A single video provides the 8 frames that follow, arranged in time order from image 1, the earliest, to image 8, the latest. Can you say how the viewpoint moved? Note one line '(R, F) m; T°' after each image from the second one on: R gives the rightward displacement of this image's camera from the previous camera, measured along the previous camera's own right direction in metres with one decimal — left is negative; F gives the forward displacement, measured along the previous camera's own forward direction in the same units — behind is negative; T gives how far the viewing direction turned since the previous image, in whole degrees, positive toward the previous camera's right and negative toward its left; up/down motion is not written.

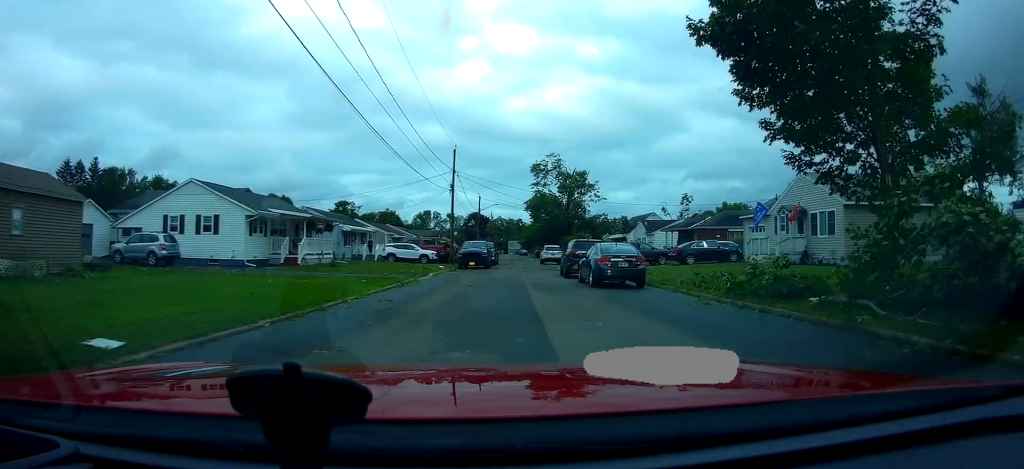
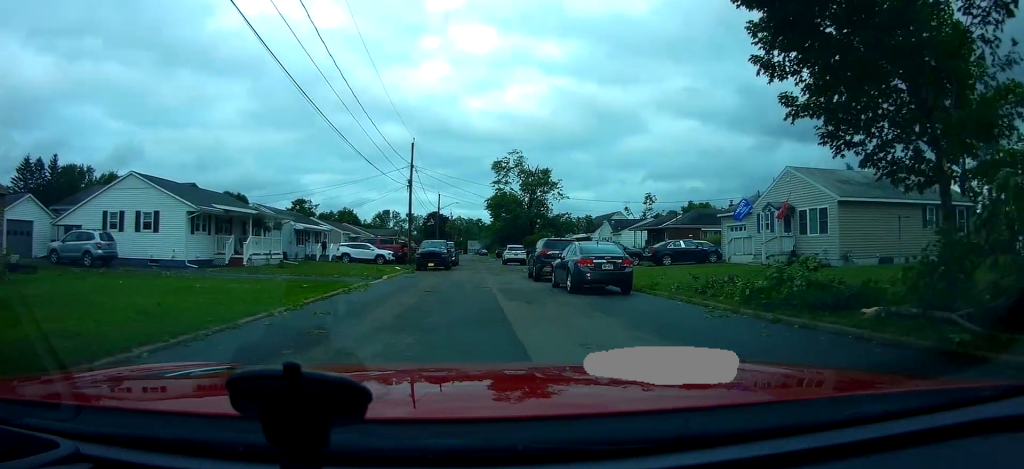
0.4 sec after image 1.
(0.0, +2.5) m; +7°
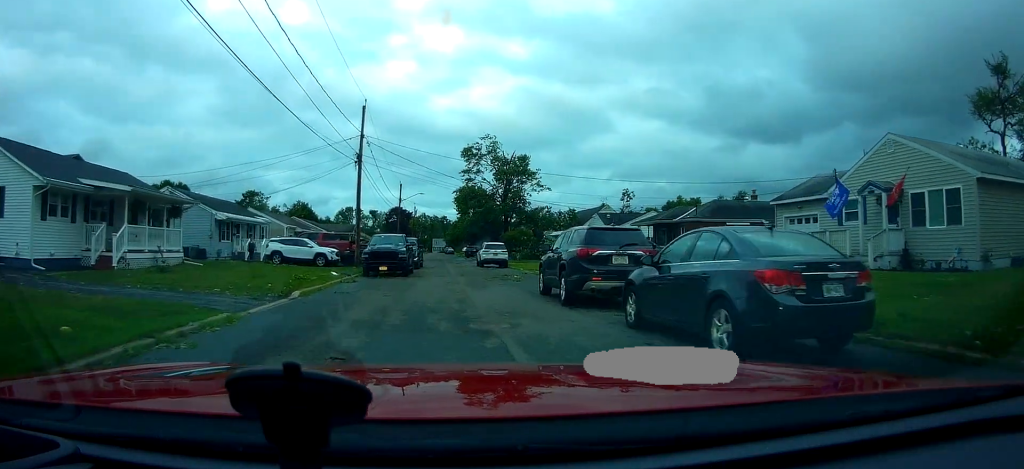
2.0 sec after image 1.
(+1.1, +10.3) m; +6°
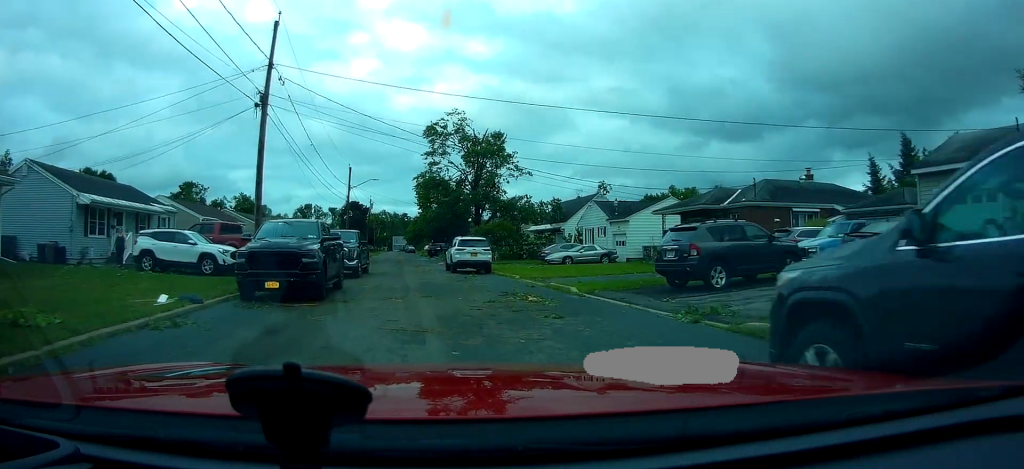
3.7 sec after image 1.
(0.0, +12.1) m; +1°
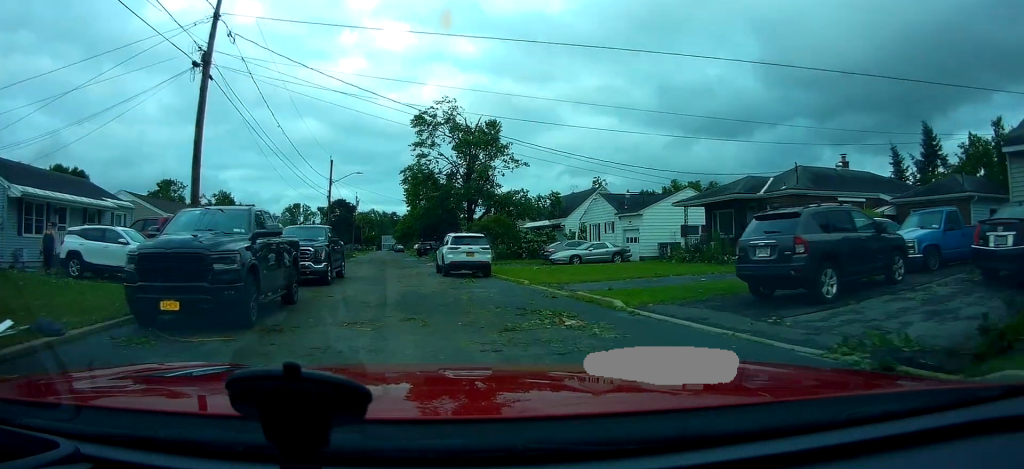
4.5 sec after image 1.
(0.0, +4.7) m; +1°
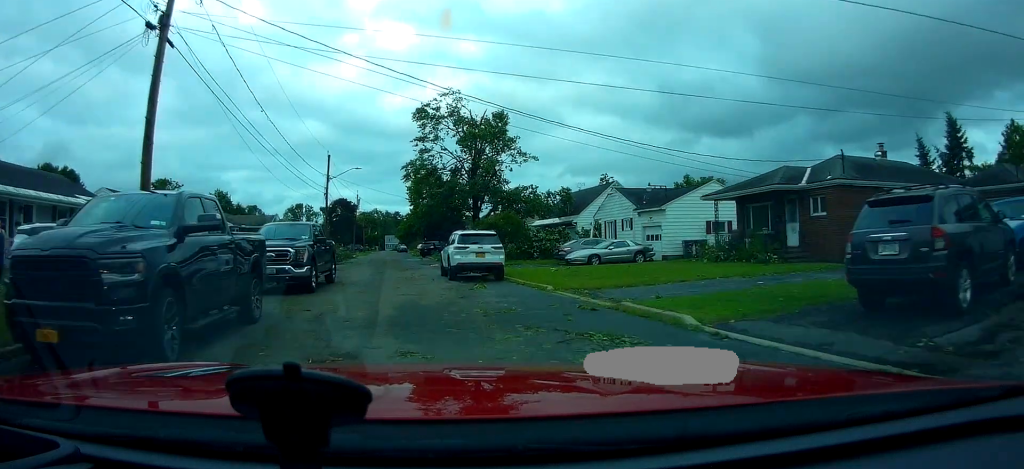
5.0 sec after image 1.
(+0.1, +3.1) m; +1°
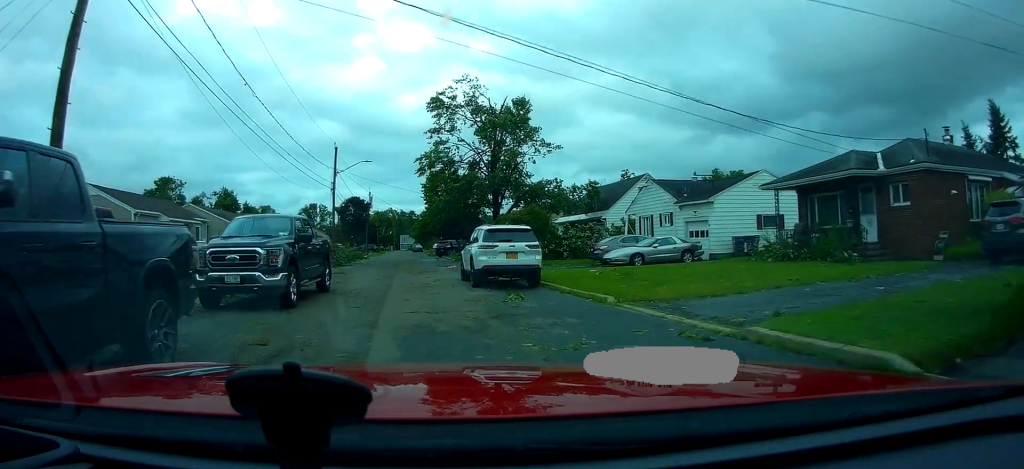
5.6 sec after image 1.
(+0.1, +4.1) m; 0°
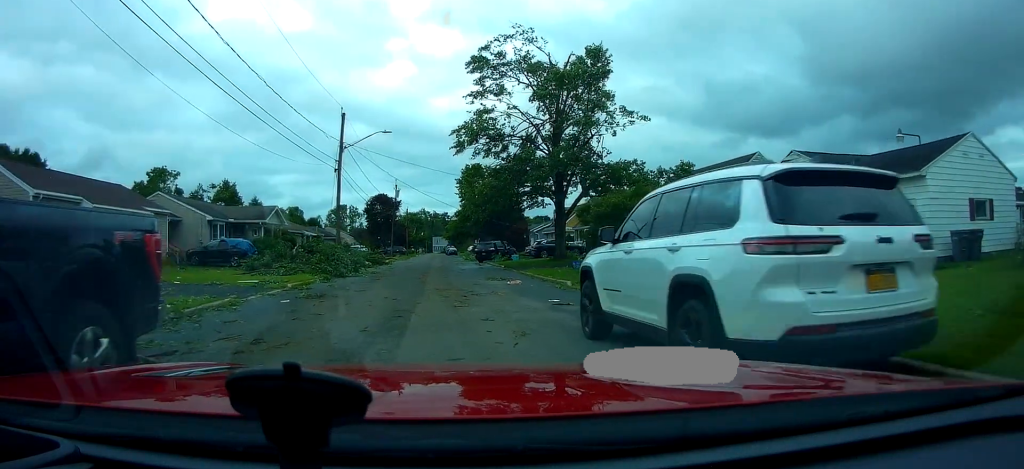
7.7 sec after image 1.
(-0.3, +12.6) m; -4°
